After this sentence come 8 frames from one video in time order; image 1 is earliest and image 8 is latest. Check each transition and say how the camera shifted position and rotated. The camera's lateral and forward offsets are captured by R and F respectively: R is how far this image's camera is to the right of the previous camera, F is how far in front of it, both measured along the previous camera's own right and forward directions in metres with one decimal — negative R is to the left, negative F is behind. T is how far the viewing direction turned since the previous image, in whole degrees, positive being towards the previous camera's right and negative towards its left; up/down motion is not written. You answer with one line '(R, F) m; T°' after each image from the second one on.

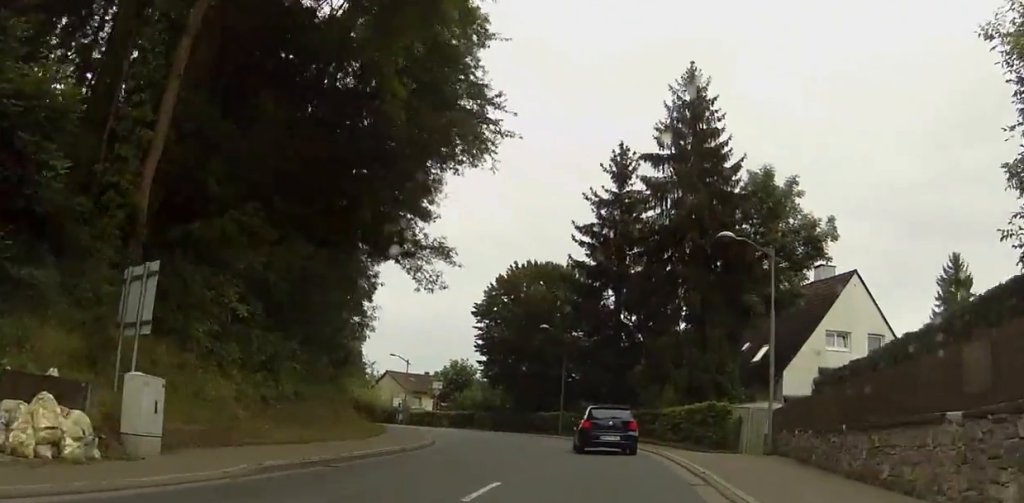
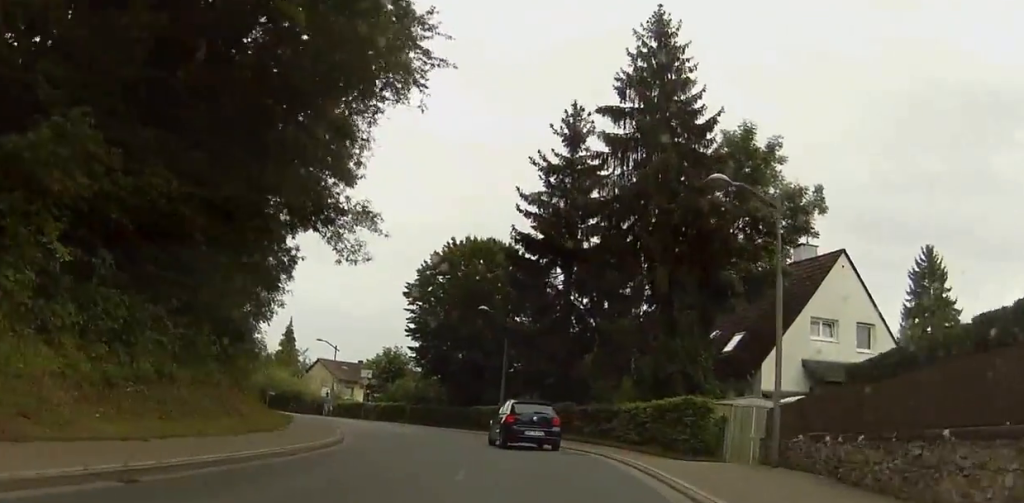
(+0.3, +5.6) m; +5°
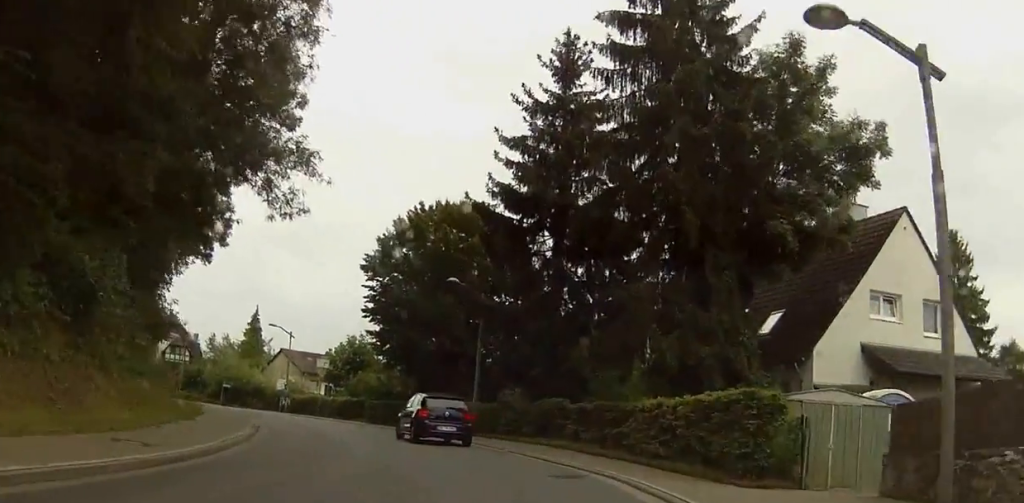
(+0.3, +8.8) m; -1°
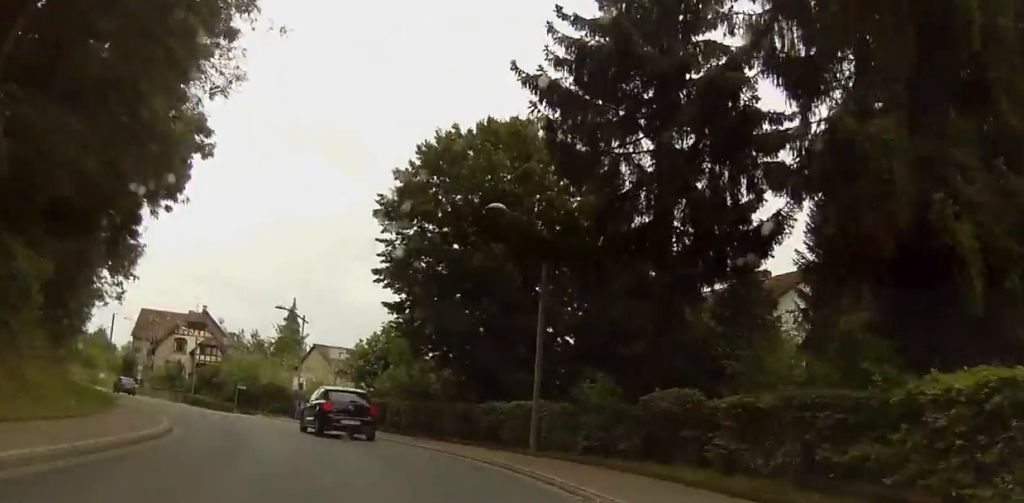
(-0.5, +14.4) m; -10°
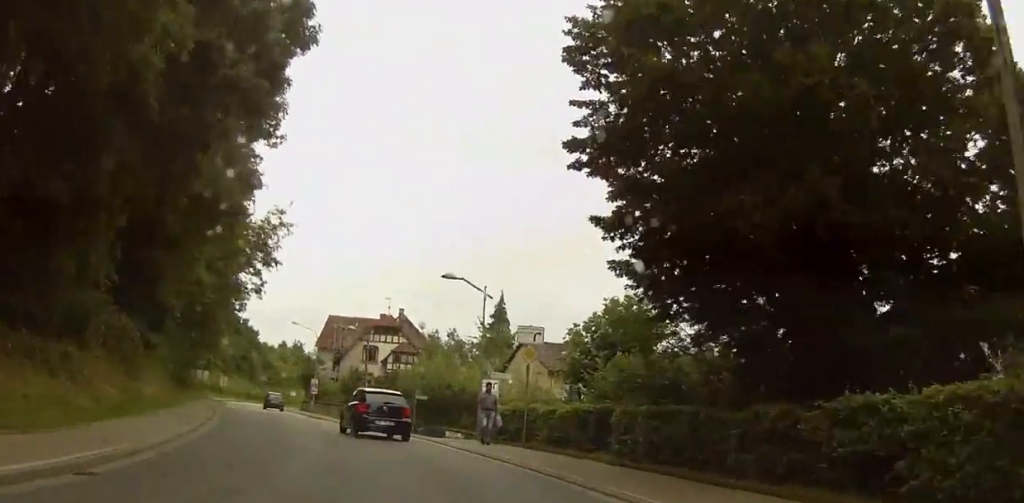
(-2.2, +19.0) m; -11°
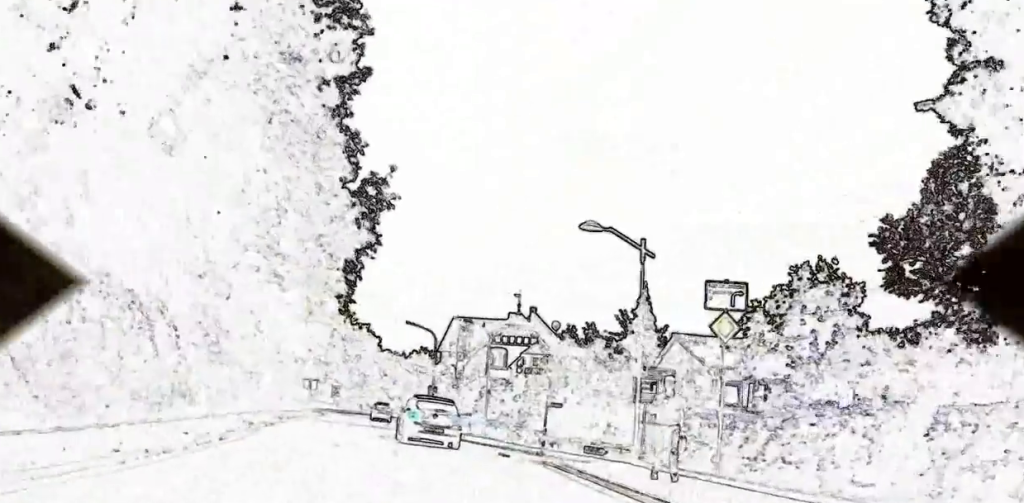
(+0.5, +6.6) m; -5°
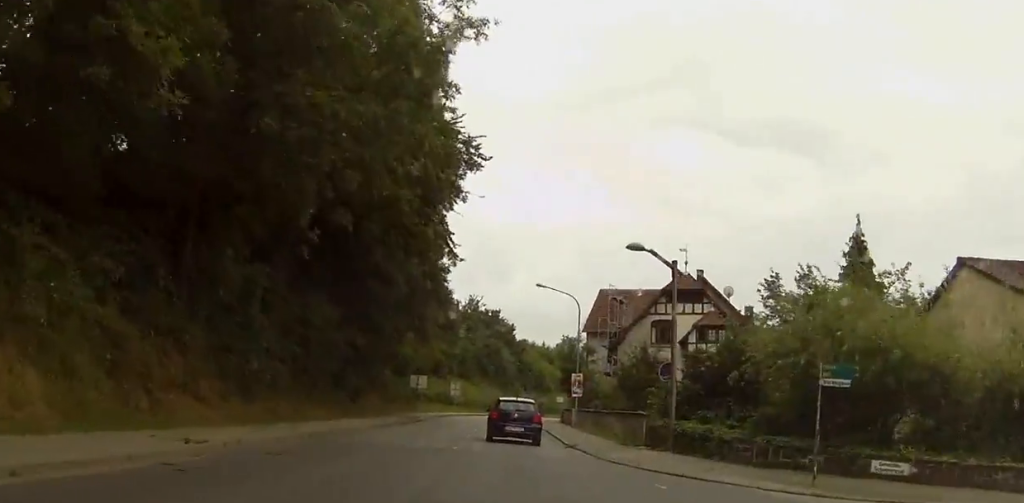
(-3.4, +18.6) m; -11°
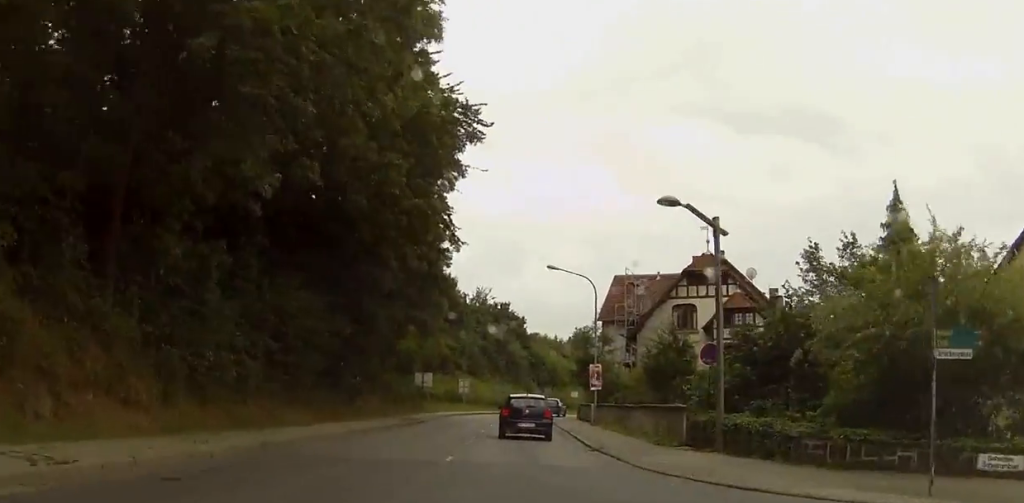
(+0.2, +5.6) m; +1°
